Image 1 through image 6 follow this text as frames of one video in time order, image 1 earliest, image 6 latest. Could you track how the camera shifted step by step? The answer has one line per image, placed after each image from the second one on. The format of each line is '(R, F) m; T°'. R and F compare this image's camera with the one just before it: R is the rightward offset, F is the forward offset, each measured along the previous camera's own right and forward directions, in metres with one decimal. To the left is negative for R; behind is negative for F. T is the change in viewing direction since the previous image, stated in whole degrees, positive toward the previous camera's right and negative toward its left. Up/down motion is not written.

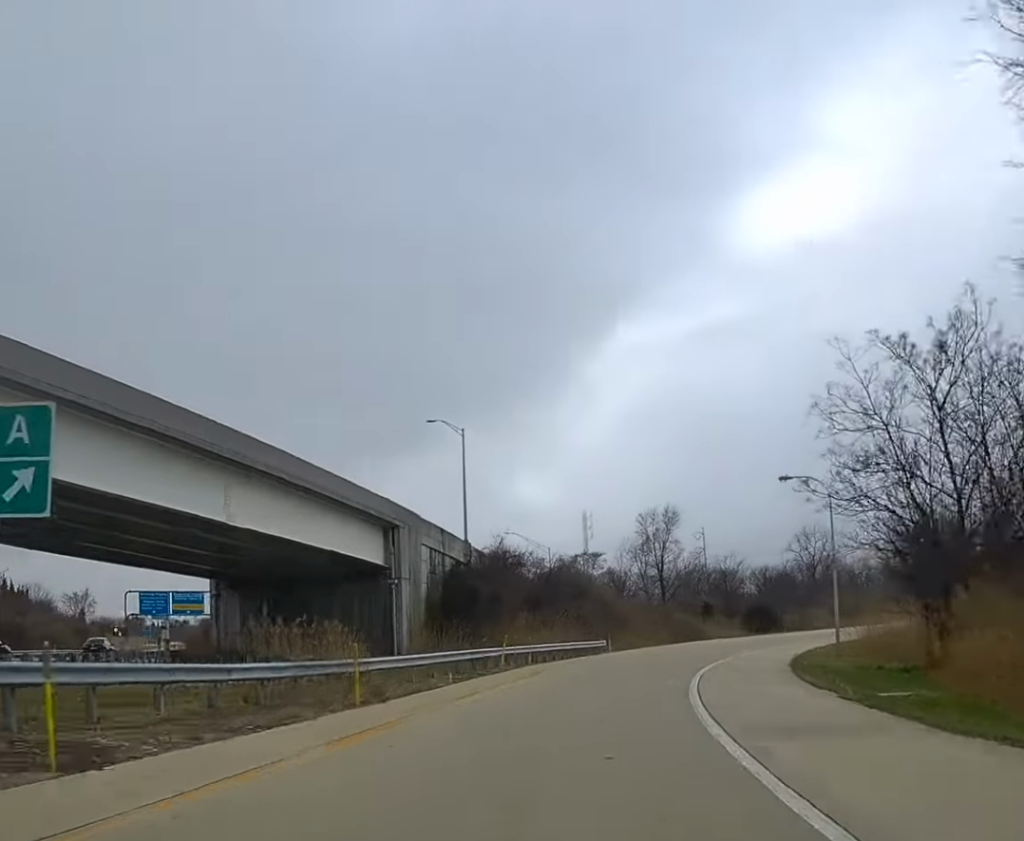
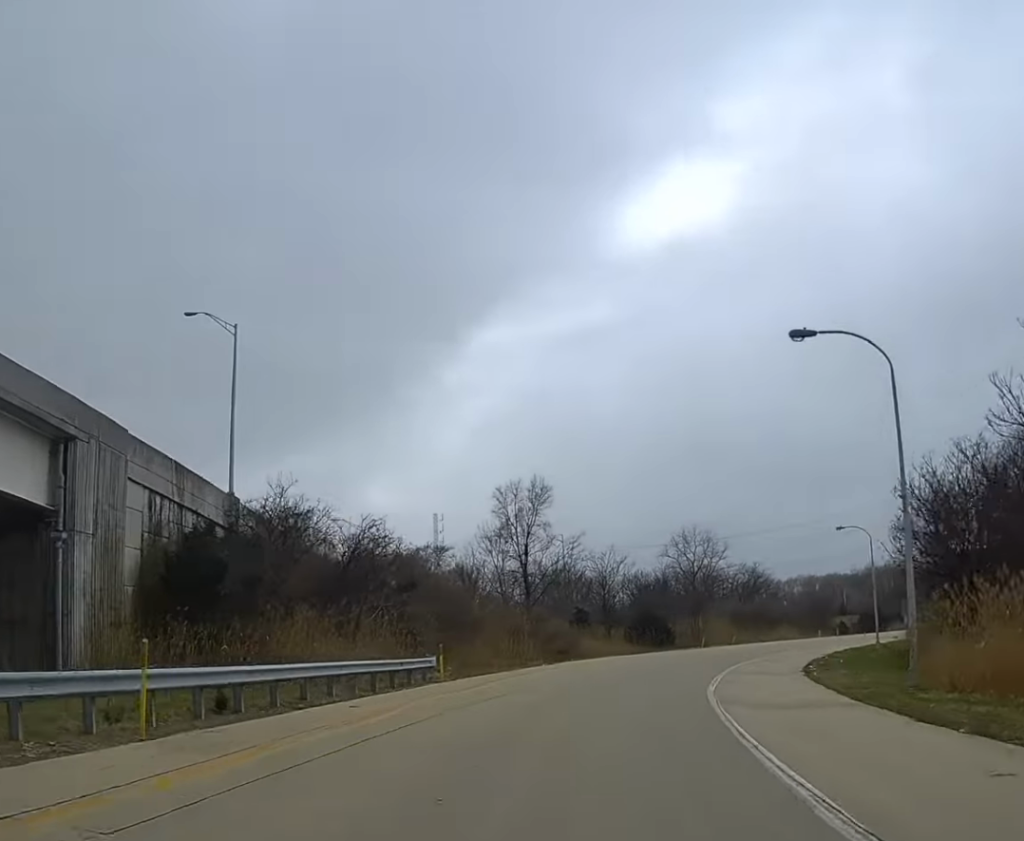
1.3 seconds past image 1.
(+1.3, +29.3) m; +6°
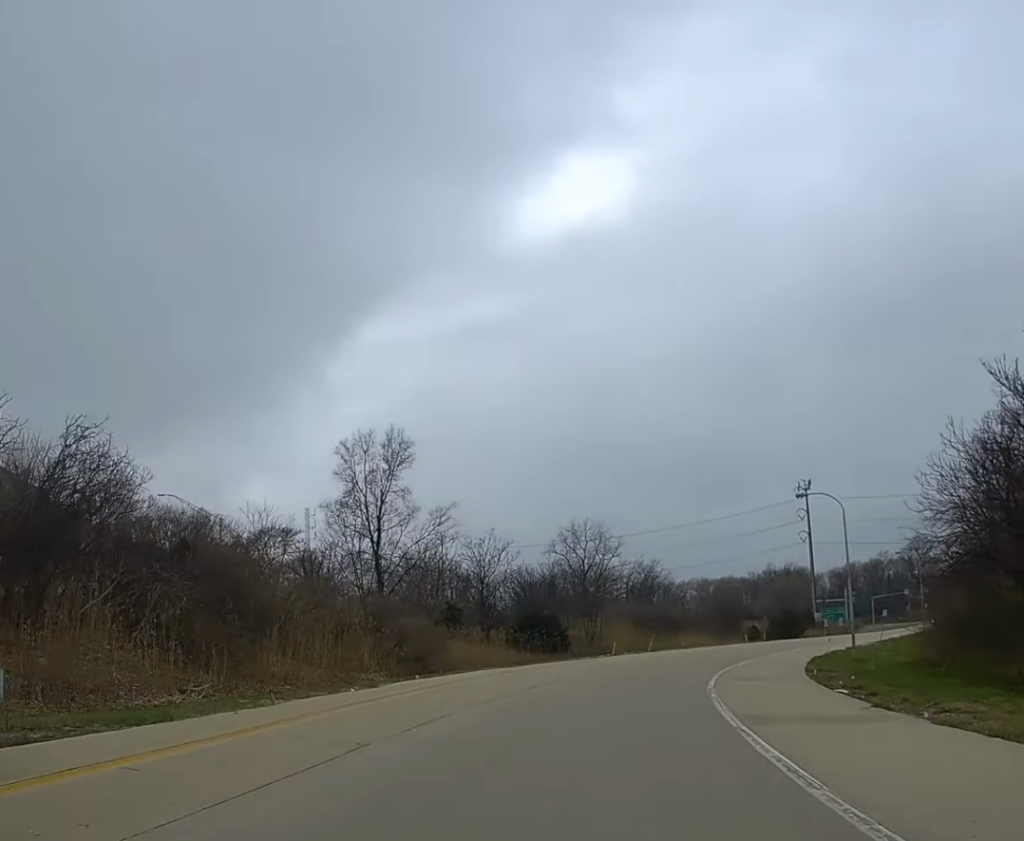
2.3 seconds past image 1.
(+0.9, +22.0) m; +6°
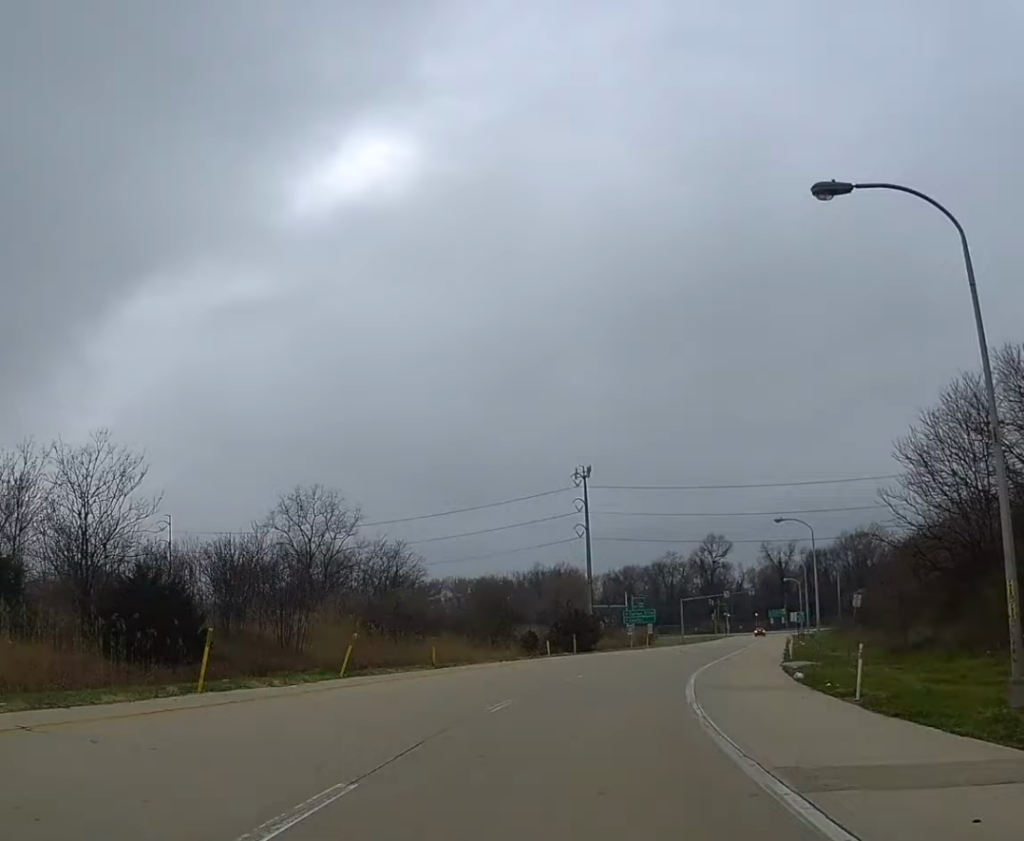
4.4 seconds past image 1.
(+5.0, +43.5) m; +14°
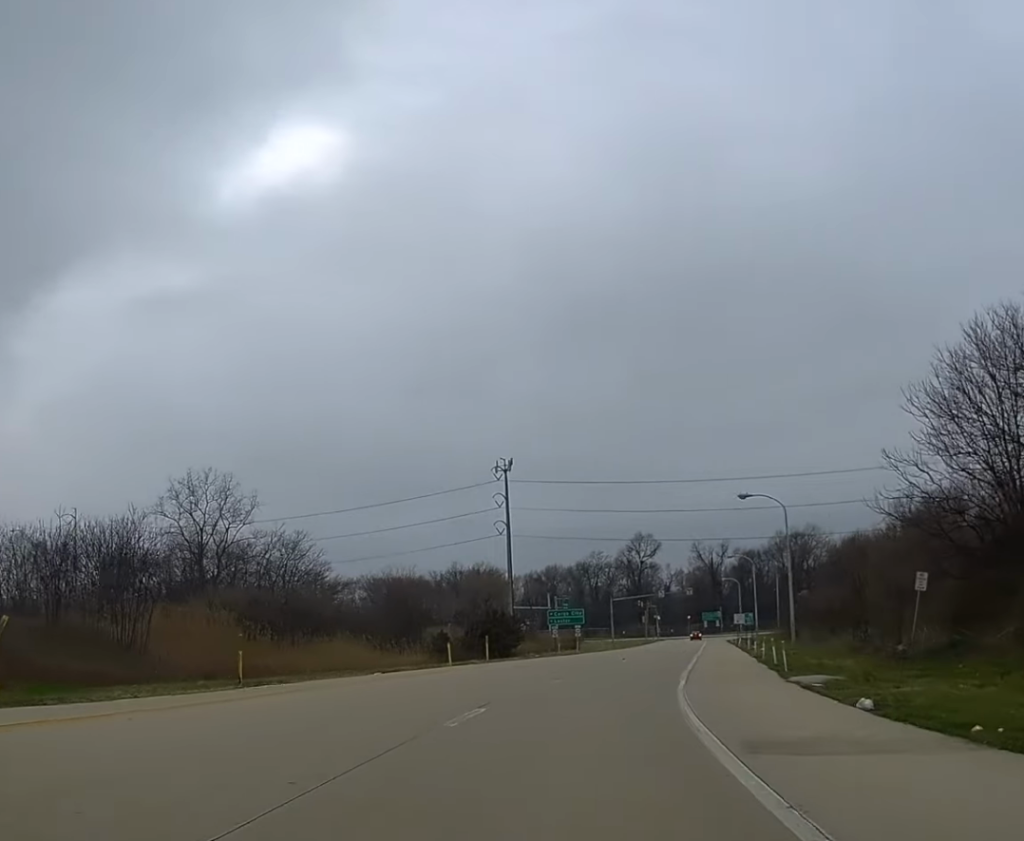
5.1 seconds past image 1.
(+0.9, +14.9) m; +6°
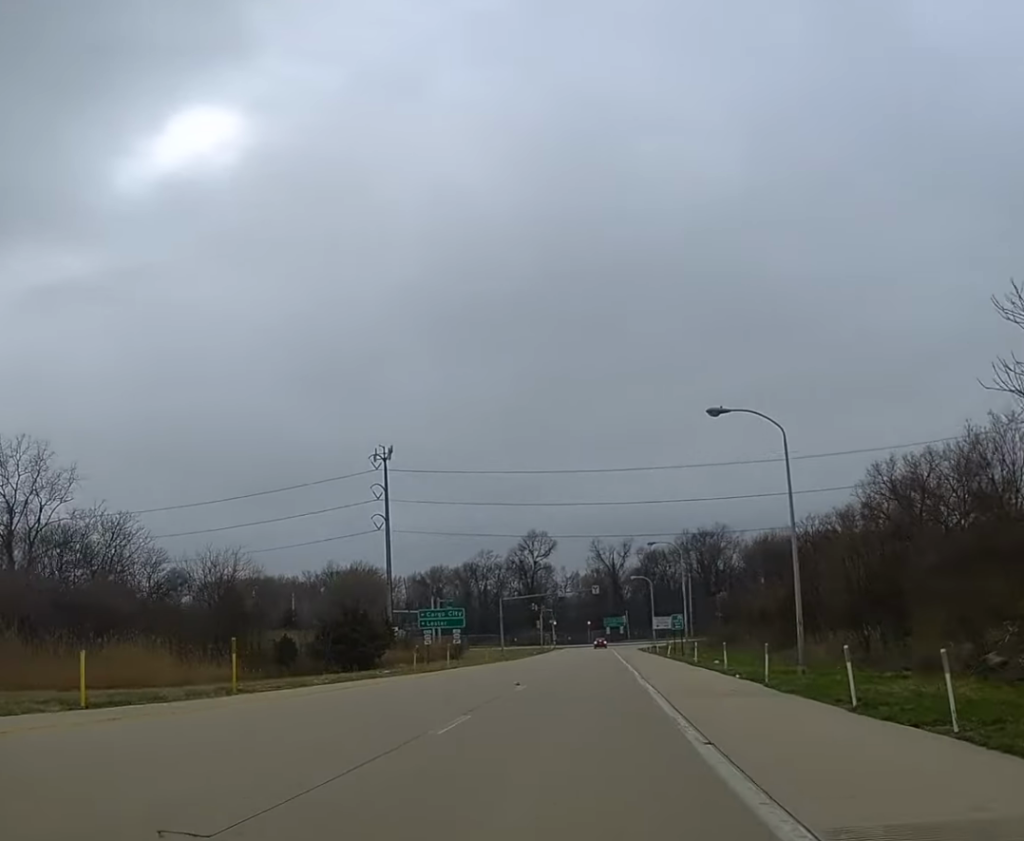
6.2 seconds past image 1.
(+2.0, +24.8) m; +7°
